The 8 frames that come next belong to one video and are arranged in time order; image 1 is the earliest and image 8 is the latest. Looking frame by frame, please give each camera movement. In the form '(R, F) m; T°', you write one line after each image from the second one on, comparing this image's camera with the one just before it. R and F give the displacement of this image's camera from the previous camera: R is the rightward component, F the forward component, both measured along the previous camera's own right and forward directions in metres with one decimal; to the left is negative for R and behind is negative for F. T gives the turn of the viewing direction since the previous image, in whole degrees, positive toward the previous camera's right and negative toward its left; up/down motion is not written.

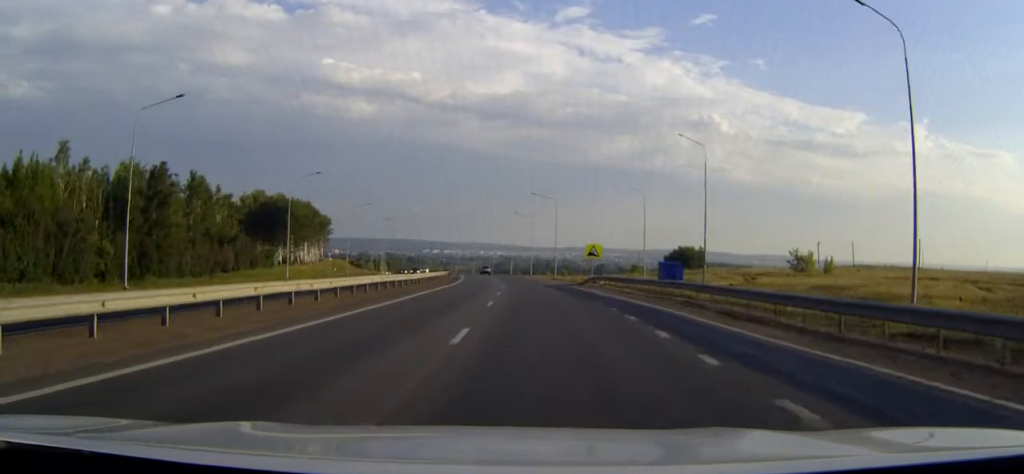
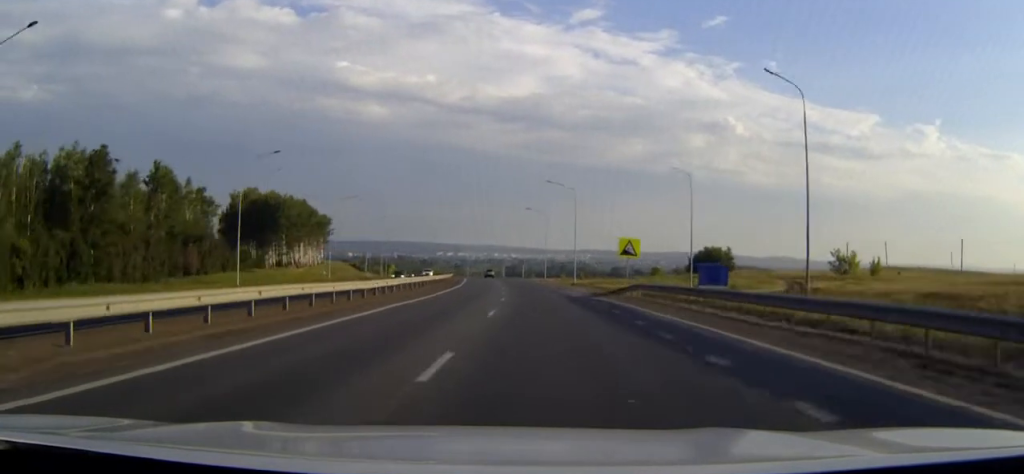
(-0.7, +18.3) m; -2°
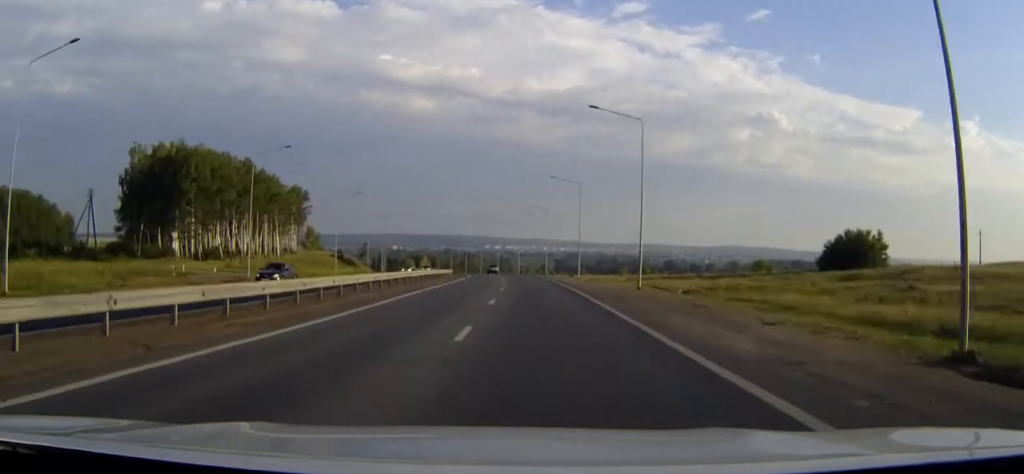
(-0.1, +55.9) m; 0°
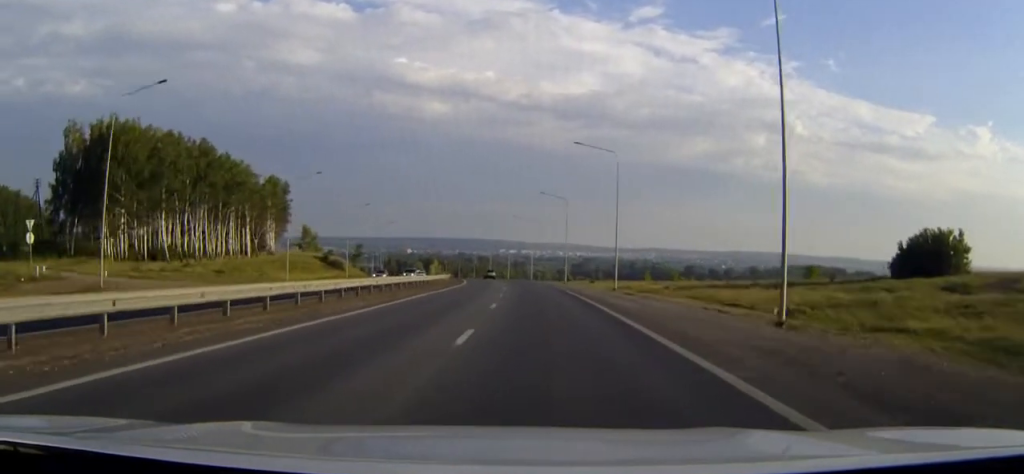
(0.0, +33.6) m; 0°
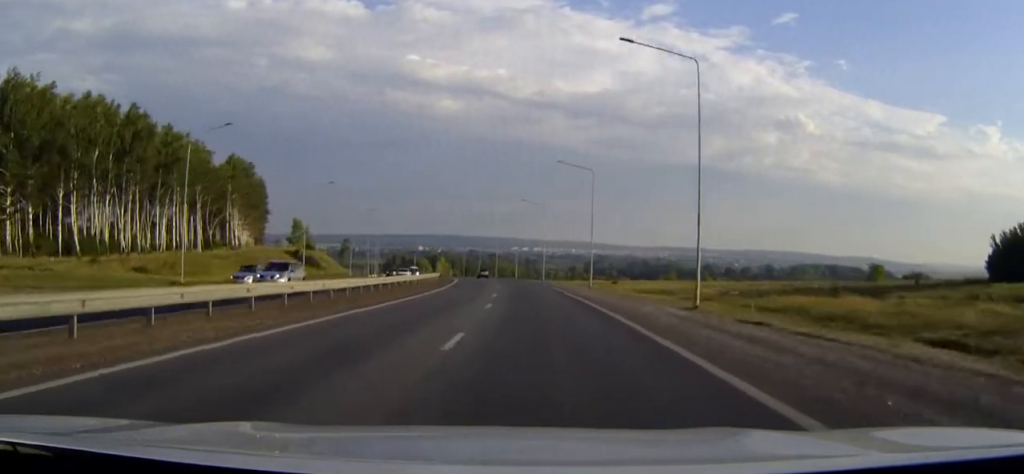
(0.0, +35.8) m; 0°
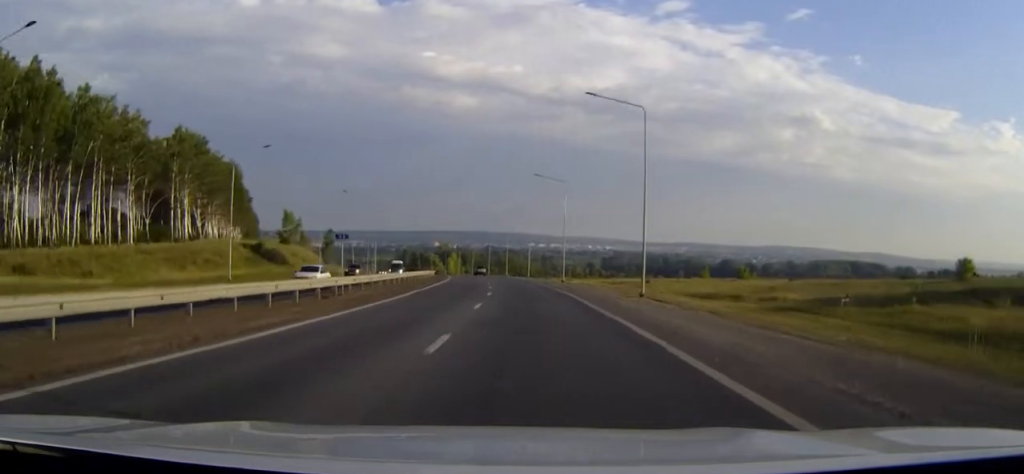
(0.0, +35.2) m; -2°
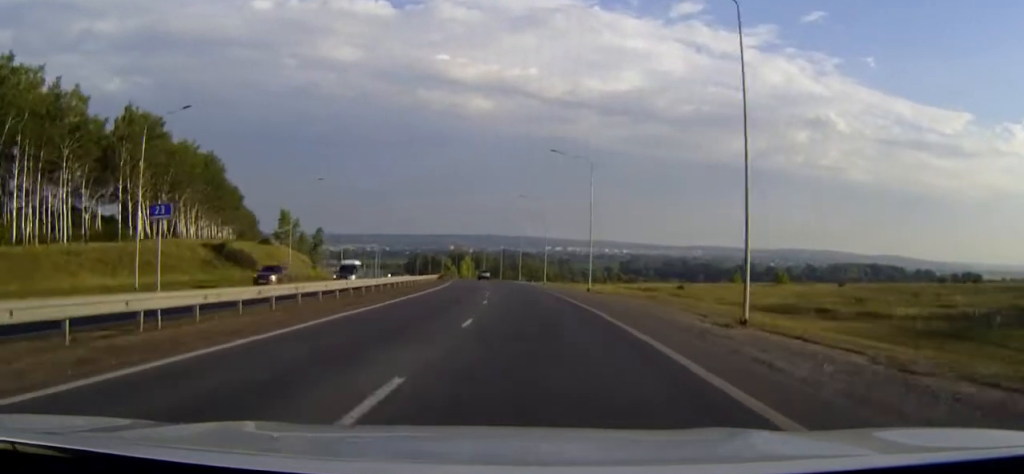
(-0.9, +18.0) m; -3°
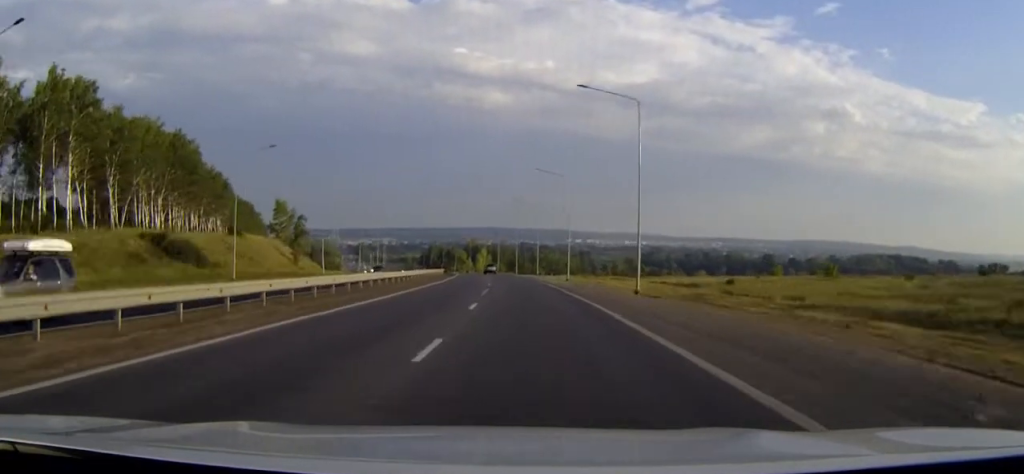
(-0.5, +19.0) m; -2°
